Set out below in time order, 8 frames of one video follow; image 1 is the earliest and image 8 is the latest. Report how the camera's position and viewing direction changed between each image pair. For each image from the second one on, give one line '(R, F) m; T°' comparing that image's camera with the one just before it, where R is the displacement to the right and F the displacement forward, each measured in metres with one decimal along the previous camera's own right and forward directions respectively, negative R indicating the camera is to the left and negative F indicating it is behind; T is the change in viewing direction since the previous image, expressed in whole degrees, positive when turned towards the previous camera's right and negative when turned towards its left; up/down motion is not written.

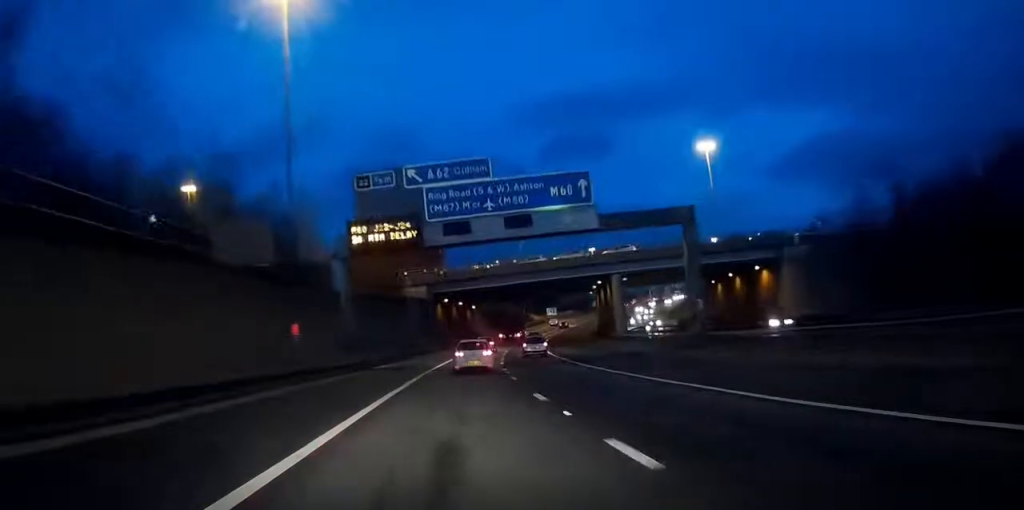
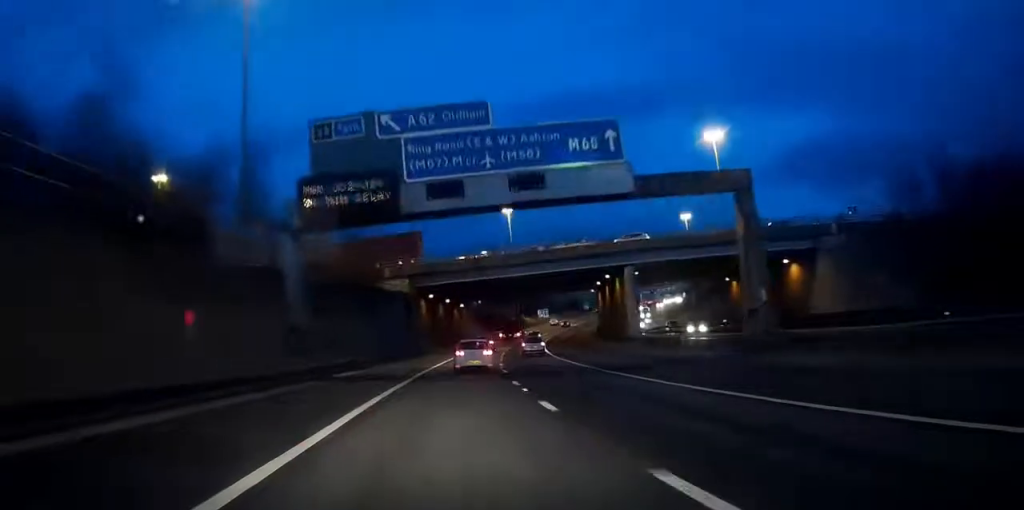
(+0.1, +11.3) m; +1°
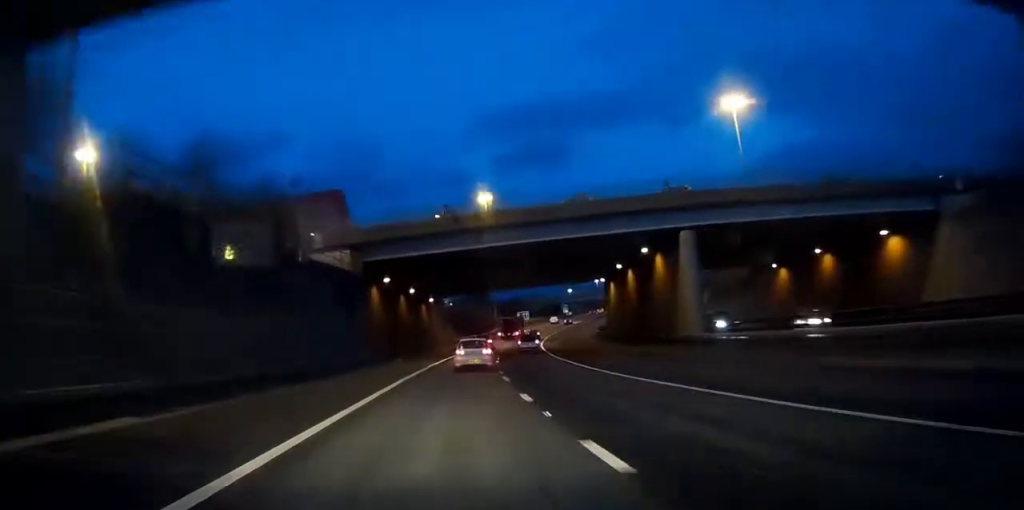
(+0.3, +24.1) m; 0°
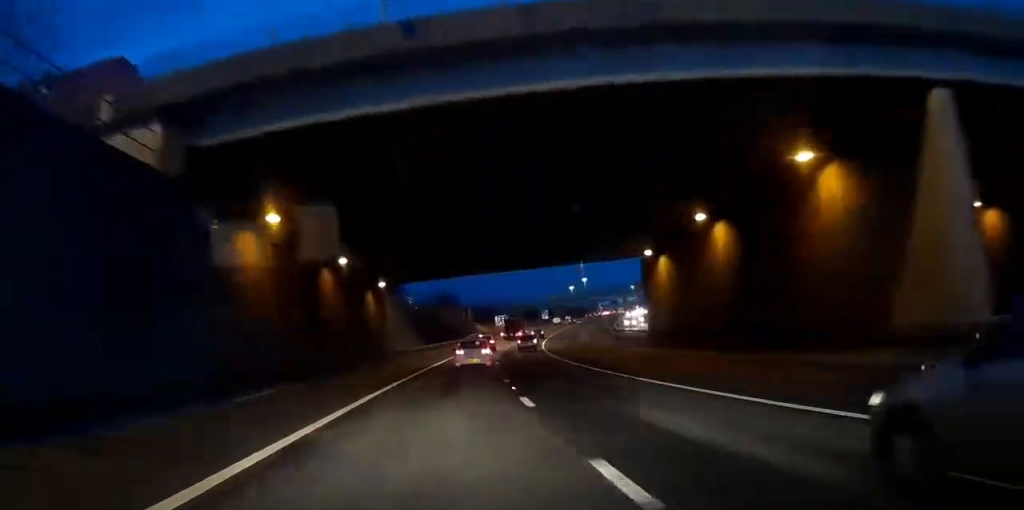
(-0.1, +27.8) m; 0°
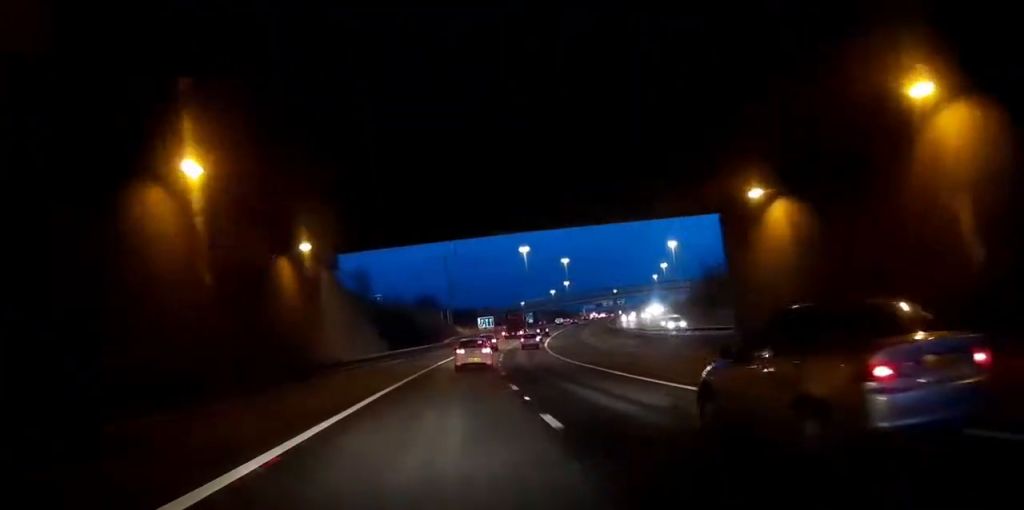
(+0.2, +21.3) m; 0°
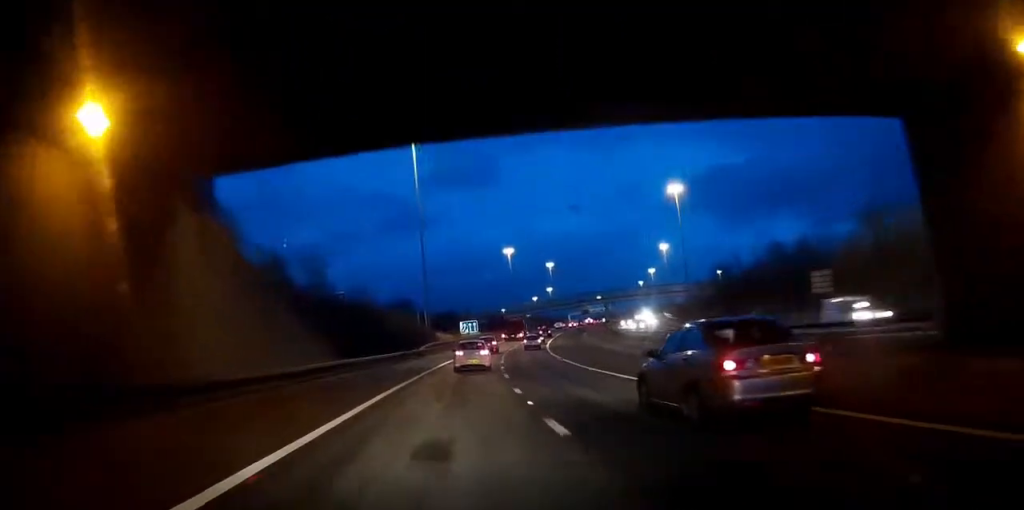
(-0.1, +17.7) m; 0°
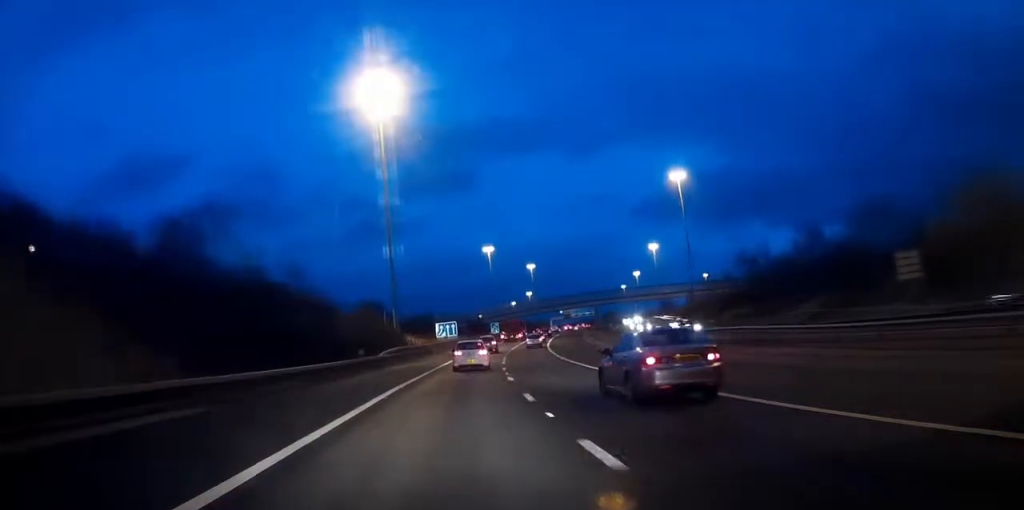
(-0.2, +20.7) m; +4°
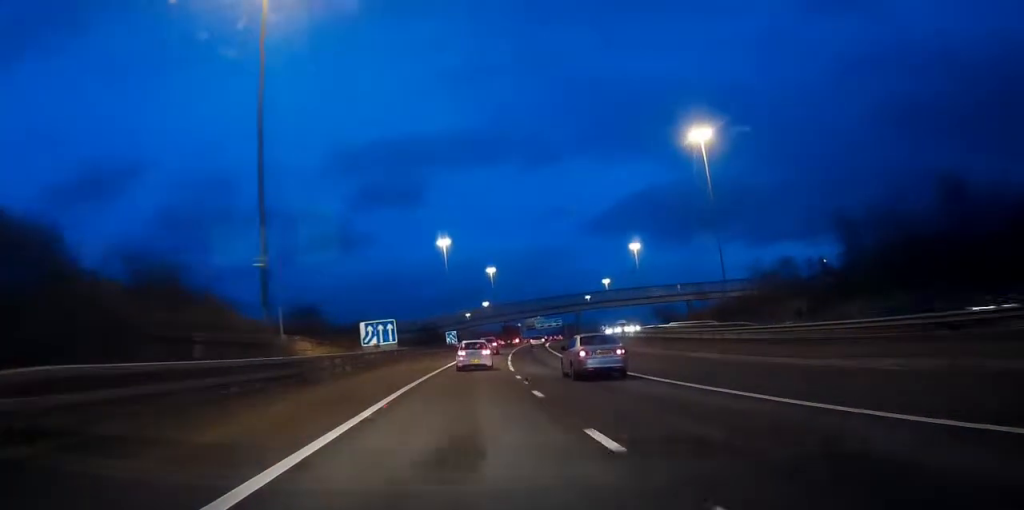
(+4.8, +45.4) m; +7°
